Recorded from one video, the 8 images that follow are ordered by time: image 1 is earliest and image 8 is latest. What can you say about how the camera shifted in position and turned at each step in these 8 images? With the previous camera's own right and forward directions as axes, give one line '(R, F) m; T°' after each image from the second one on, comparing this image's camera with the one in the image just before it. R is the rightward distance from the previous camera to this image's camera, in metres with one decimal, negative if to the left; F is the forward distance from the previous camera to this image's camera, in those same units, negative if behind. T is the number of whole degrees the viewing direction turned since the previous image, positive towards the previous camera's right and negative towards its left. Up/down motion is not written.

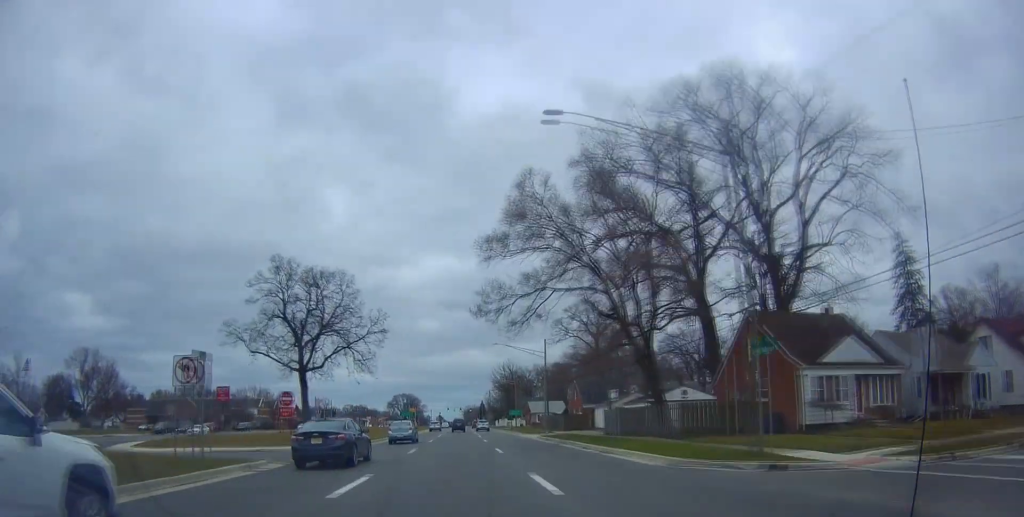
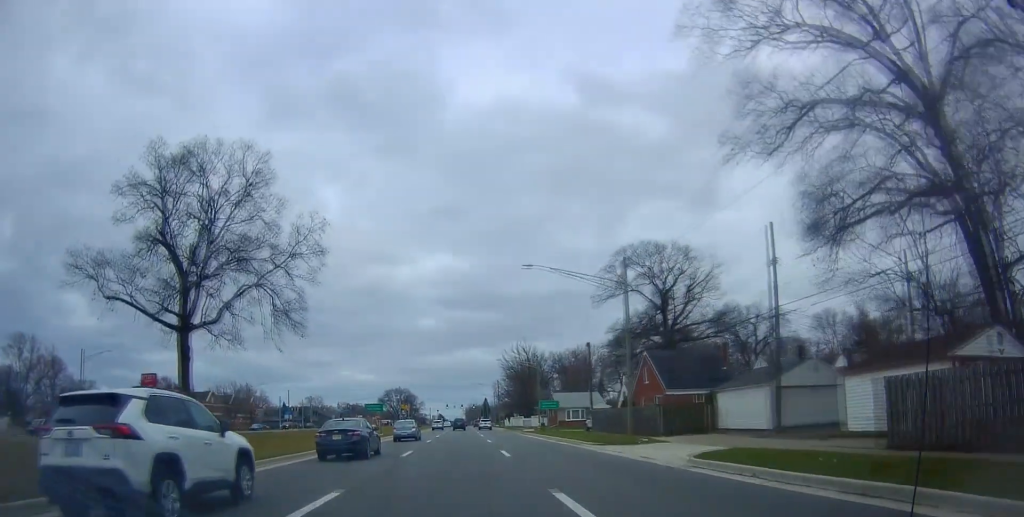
(+0.2, +33.2) m; +1°
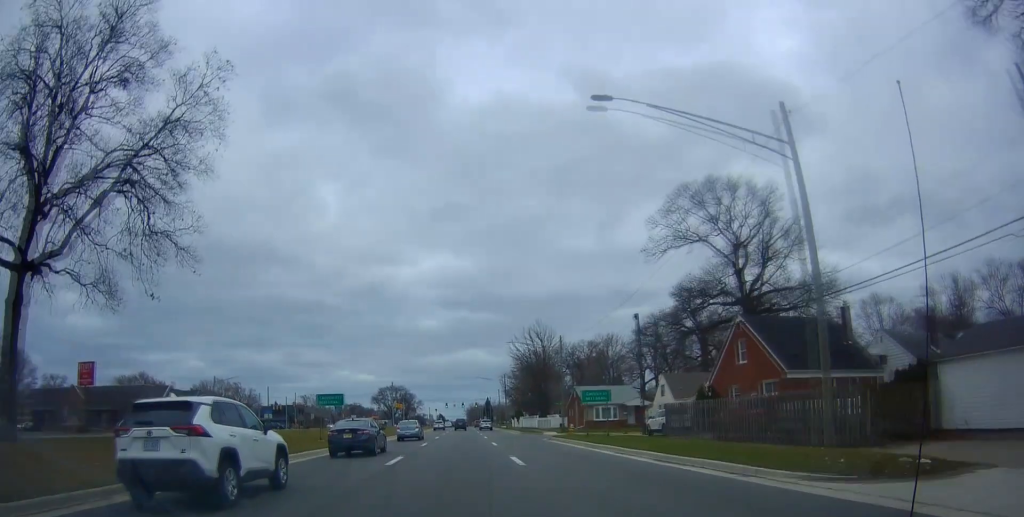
(+0.2, +19.2) m; -1°
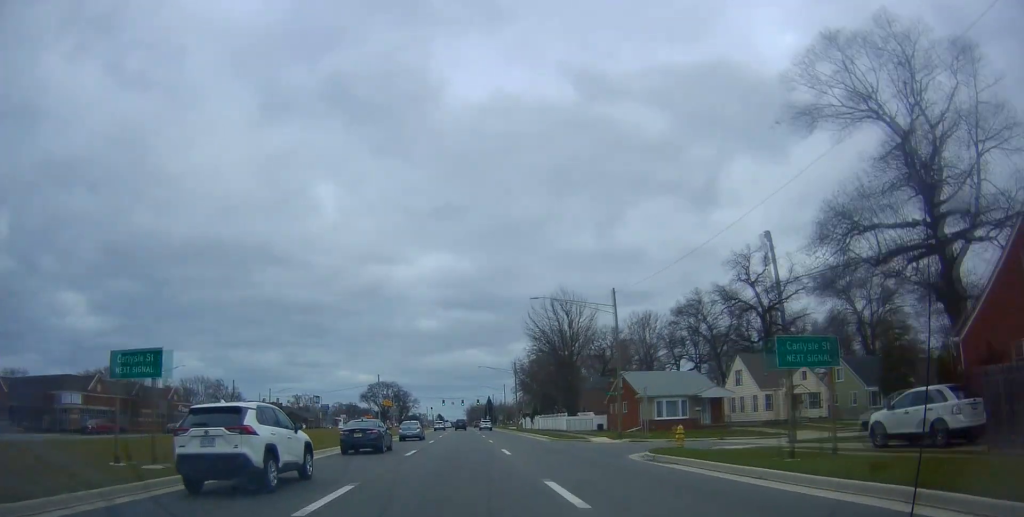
(-0.8, +23.5) m; -1°
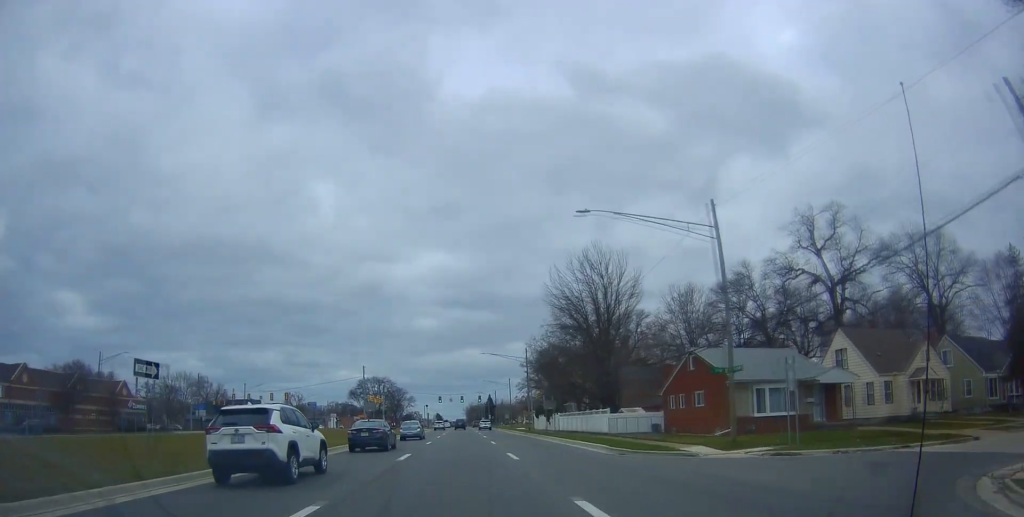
(+0.5, +18.0) m; +2°
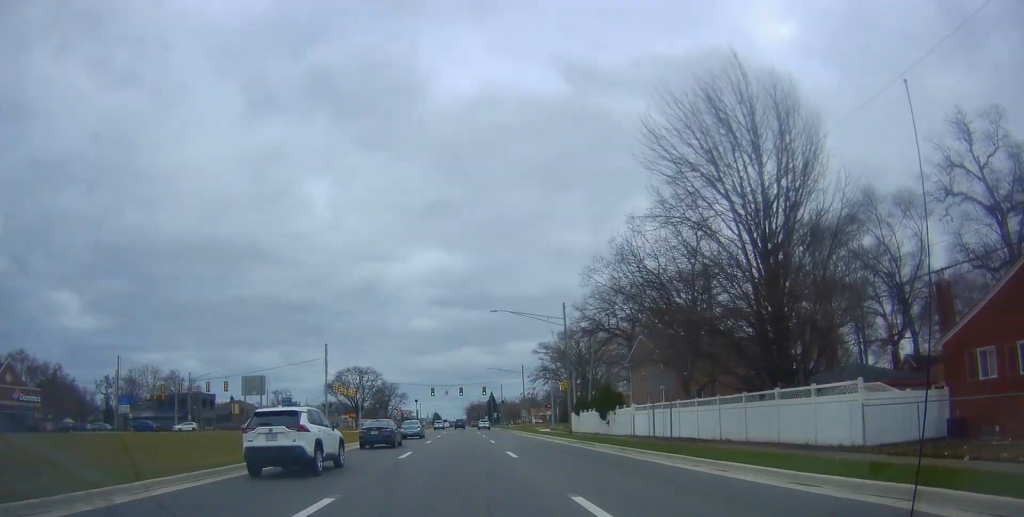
(+0.3, +29.2) m; +1°
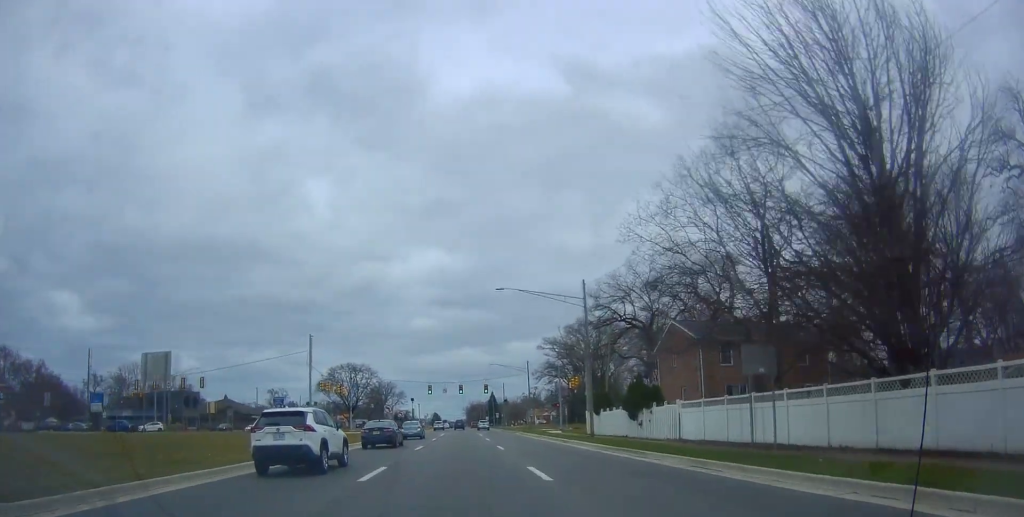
(0.0, +8.0) m; 0°
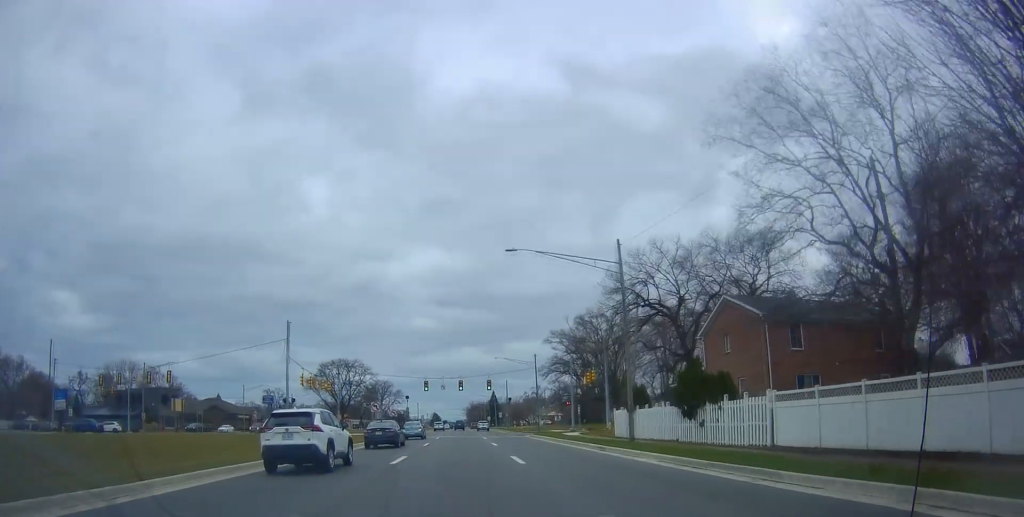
(0.0, +9.2) m; -1°
